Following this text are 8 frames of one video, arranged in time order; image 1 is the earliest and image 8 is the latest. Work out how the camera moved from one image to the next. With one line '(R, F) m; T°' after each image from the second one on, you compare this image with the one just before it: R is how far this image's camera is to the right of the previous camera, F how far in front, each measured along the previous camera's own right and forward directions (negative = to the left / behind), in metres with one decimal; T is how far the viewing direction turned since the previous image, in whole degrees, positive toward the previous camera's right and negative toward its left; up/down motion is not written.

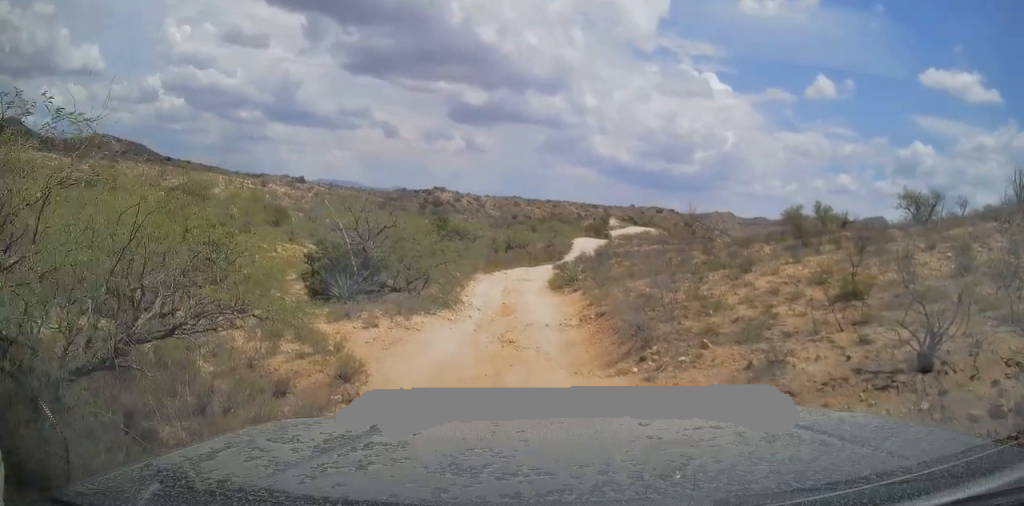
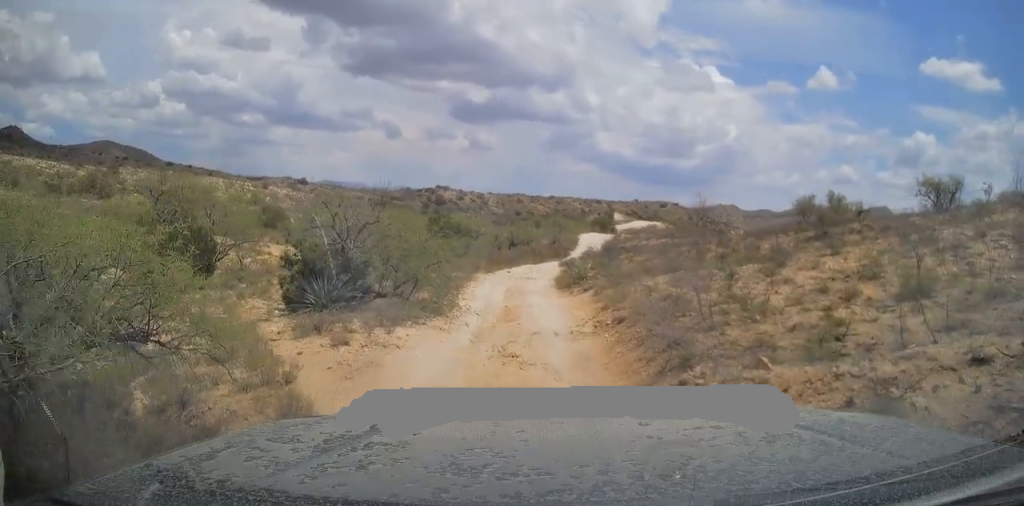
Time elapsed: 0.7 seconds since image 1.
(-0.3, +1.8) m; -3°
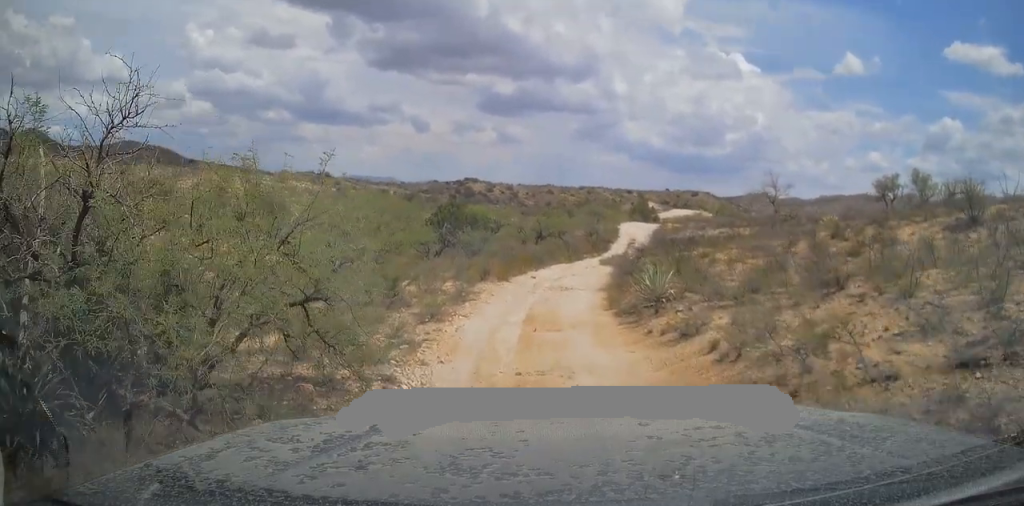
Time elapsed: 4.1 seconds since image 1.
(+0.7, +8.9) m; +3°
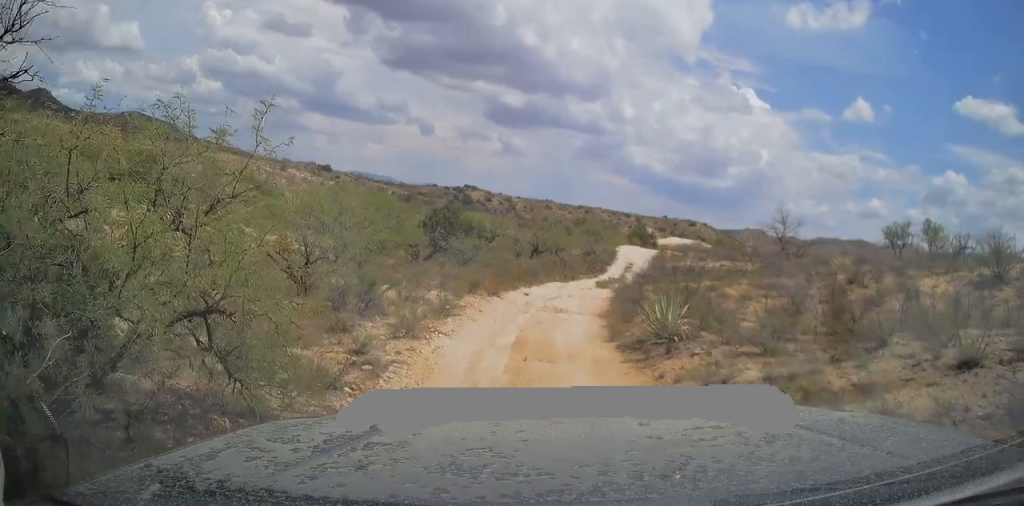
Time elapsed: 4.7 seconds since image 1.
(+0.1, +1.5) m; +4°
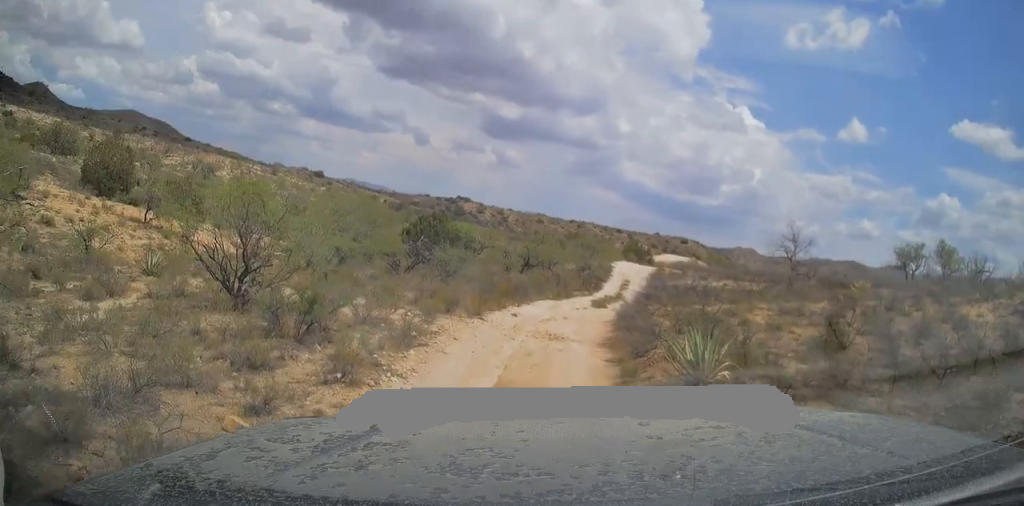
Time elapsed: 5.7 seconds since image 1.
(+0.2, +2.5) m; +1°
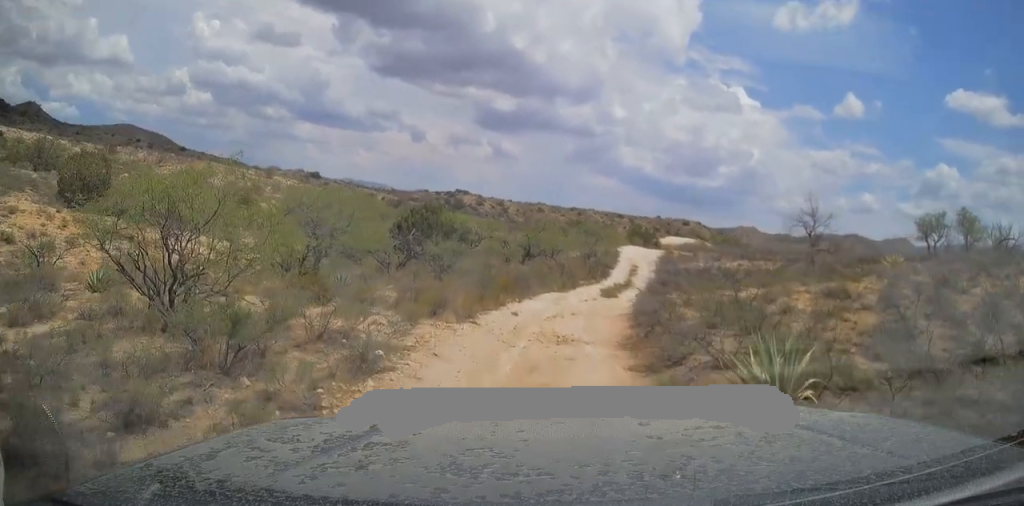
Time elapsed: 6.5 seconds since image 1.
(0.0, +2.2) m; -5°
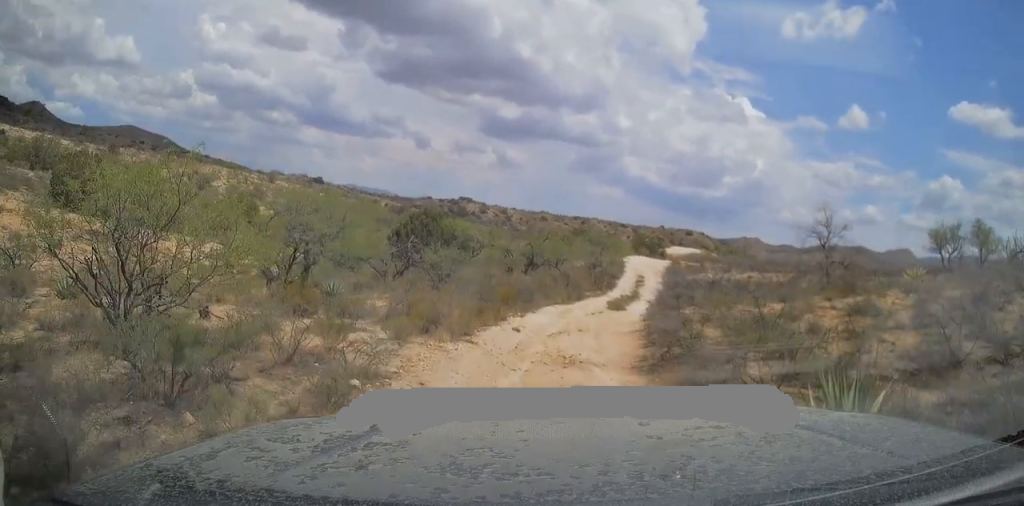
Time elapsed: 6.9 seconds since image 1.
(-0.2, +1.1) m; -2°
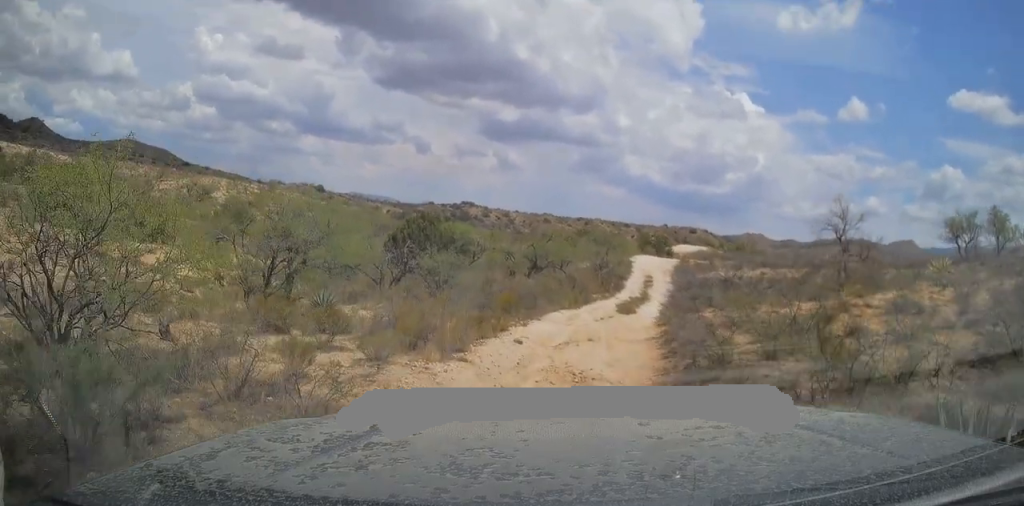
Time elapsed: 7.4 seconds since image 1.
(0.0, +1.3) m; 0°
